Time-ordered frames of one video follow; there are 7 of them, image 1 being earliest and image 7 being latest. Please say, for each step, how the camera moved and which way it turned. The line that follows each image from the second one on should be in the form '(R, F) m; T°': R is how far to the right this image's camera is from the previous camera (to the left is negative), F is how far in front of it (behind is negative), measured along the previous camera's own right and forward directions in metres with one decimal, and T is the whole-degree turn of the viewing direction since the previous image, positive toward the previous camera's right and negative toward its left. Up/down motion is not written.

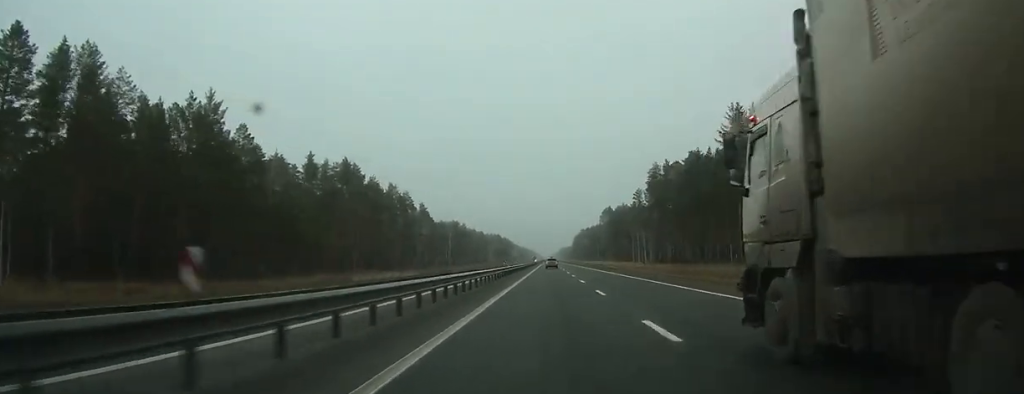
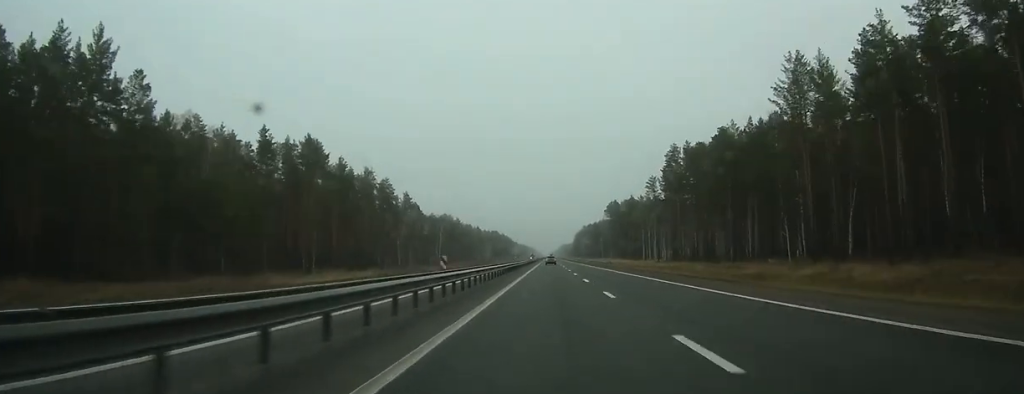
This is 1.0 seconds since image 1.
(+0.1, +26.0) m; 0°
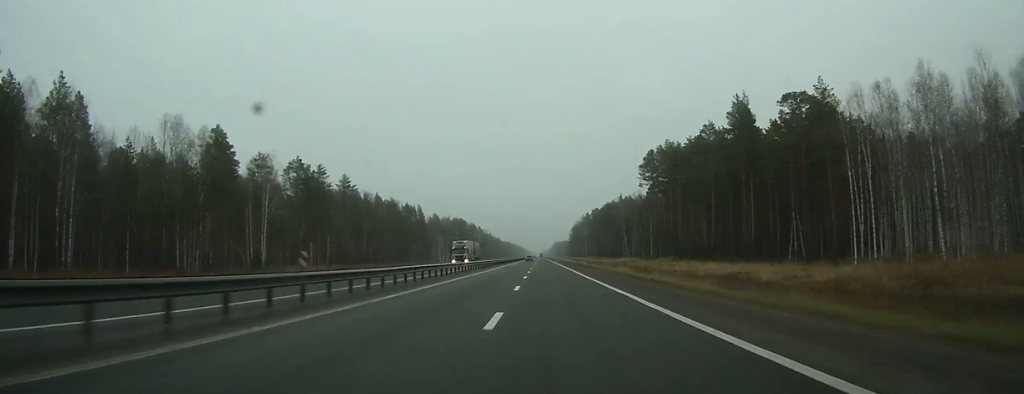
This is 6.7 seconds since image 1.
(+2.2, +161.0) m; +1°
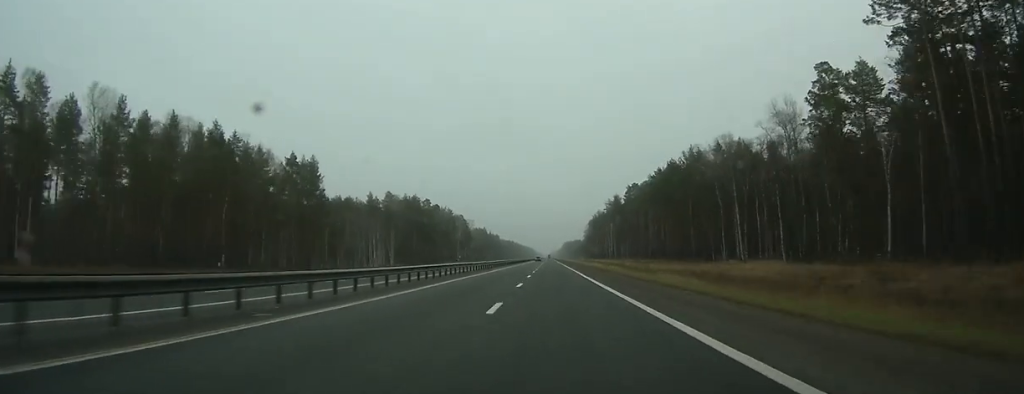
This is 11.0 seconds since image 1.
(-1.2, +129.3) m; -1°
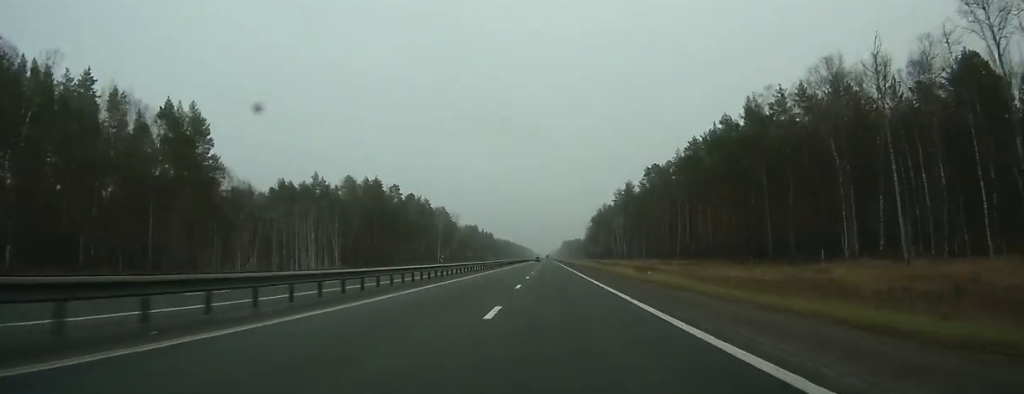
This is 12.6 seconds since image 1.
(0.0, +49.4) m; 0°
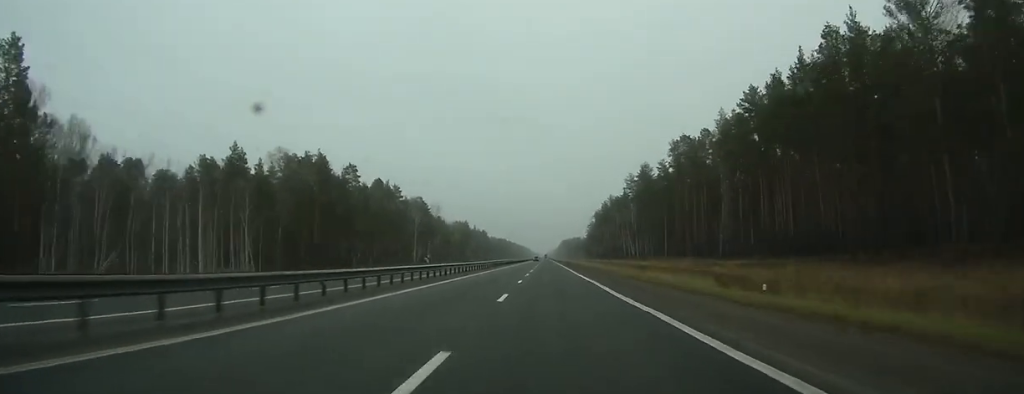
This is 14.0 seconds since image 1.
(0.0, +43.4) m; 0°
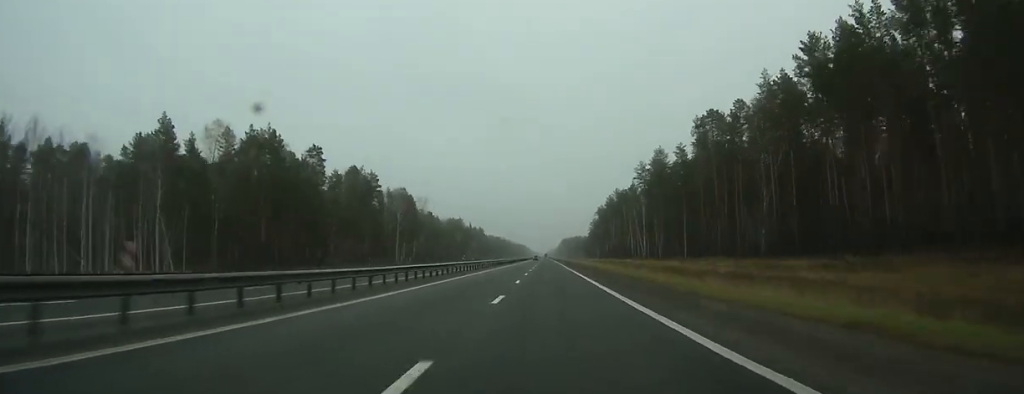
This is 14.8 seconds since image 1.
(0.0, +25.0) m; 0°
